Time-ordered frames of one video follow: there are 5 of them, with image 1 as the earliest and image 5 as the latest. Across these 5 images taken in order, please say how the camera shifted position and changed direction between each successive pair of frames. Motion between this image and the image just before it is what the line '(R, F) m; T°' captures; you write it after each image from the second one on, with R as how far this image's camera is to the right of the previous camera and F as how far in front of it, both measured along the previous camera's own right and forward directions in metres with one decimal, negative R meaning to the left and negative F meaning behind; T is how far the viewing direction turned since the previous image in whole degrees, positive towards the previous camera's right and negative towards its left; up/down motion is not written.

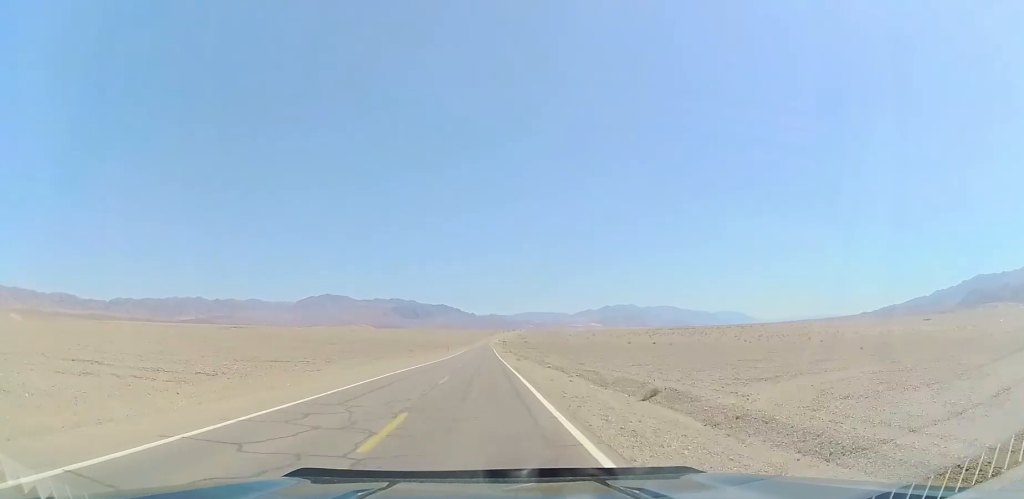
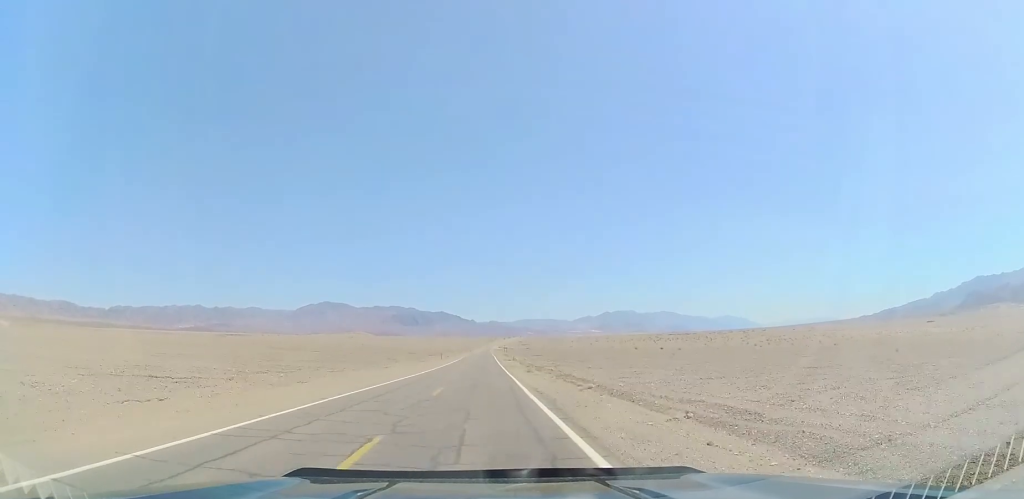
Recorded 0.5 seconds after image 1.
(+0.2, +17.3) m; 0°
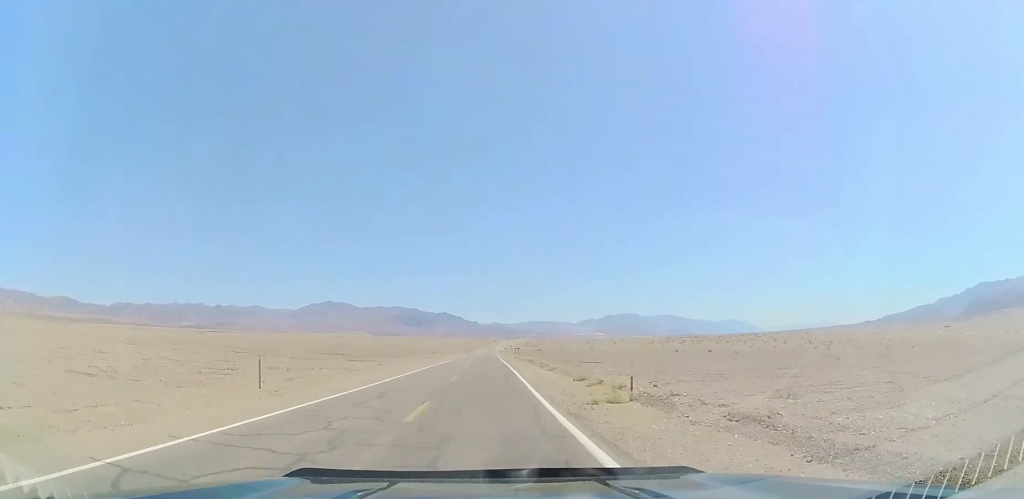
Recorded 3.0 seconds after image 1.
(+0.5, +81.3) m; +1°
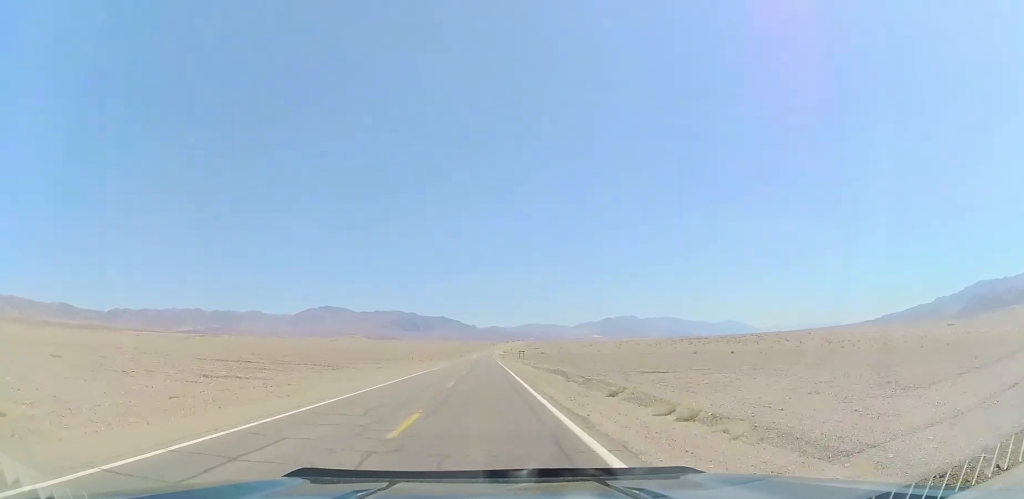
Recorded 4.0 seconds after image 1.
(+0.2, +31.5) m; 0°
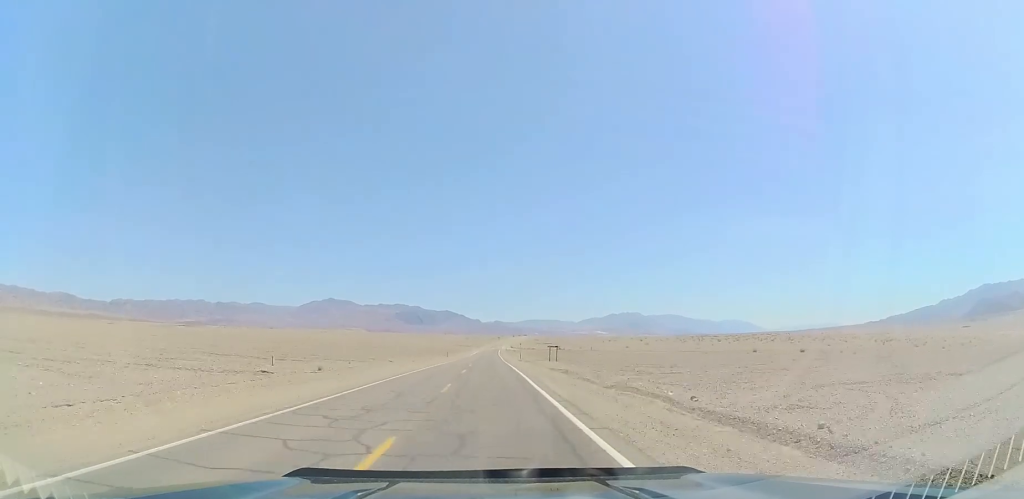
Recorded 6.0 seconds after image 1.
(-1.3, +63.9) m; -1°
